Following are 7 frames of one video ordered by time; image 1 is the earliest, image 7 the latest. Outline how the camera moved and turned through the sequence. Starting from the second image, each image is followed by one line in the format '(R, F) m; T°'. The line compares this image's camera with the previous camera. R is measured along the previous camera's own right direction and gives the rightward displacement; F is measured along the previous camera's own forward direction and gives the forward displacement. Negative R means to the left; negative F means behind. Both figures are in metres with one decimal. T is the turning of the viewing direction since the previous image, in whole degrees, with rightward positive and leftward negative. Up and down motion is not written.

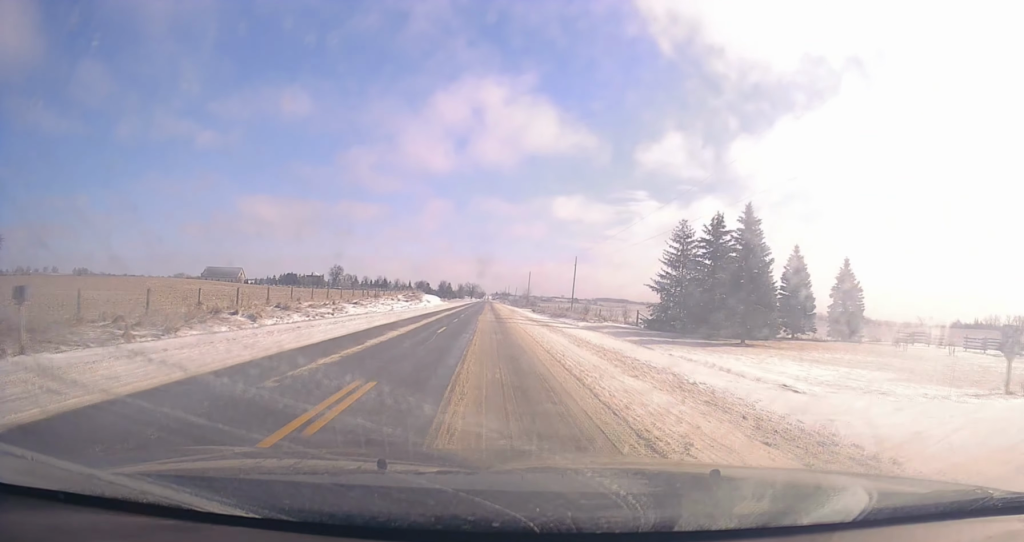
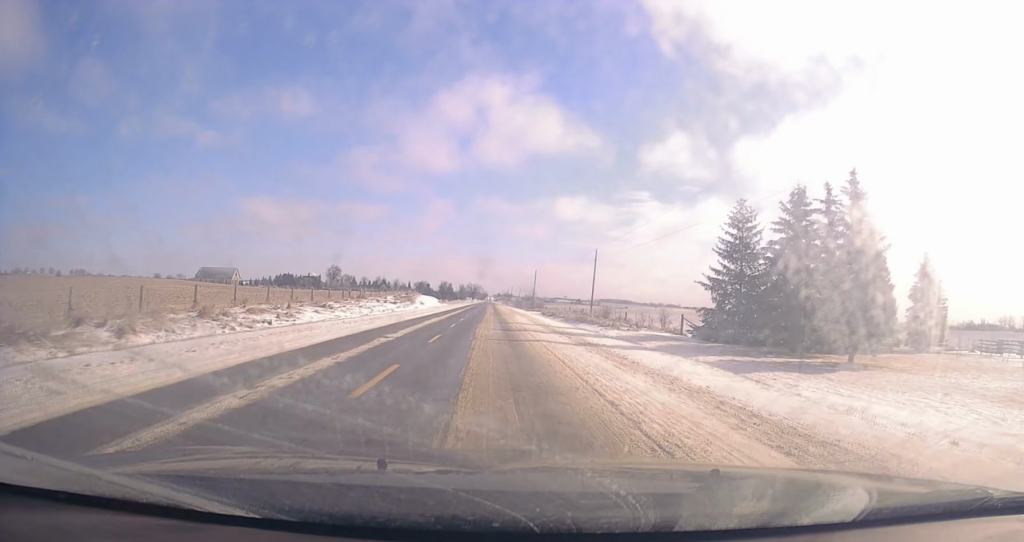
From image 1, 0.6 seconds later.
(-0.4, +13.0) m; +1°
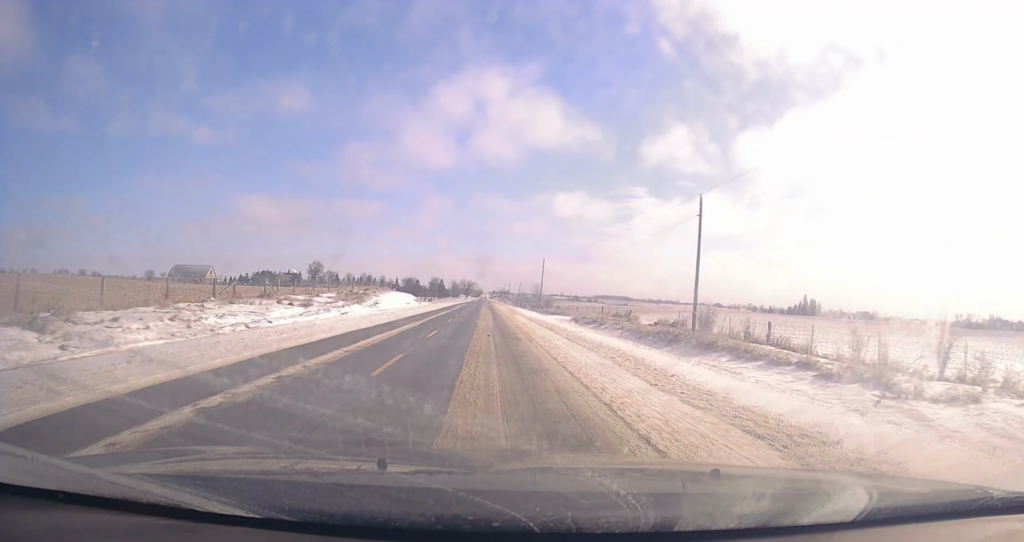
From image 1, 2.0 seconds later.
(+0.9, +33.4) m; 0°
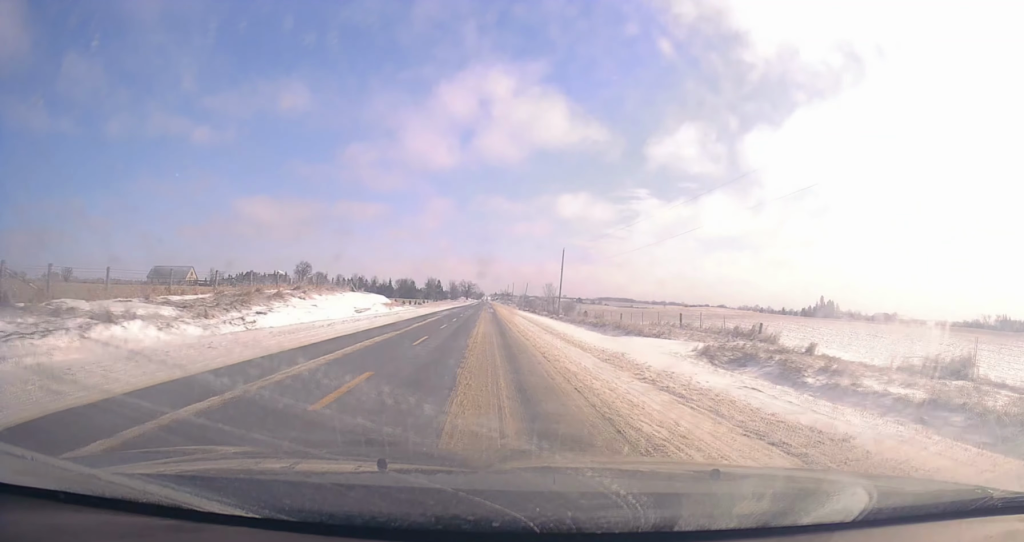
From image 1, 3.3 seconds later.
(-0.8, +29.3) m; -1°
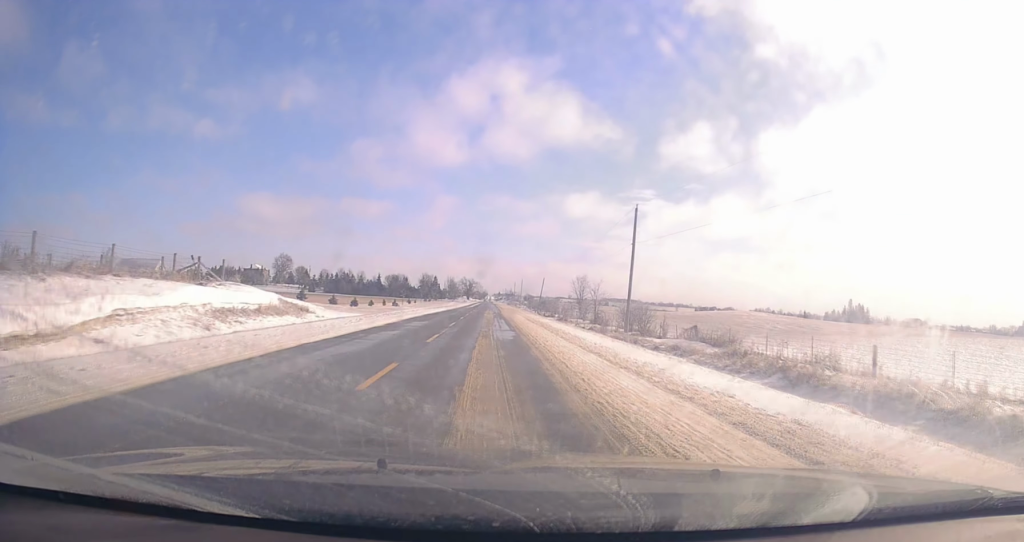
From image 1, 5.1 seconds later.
(0.0, +42.7) m; 0°
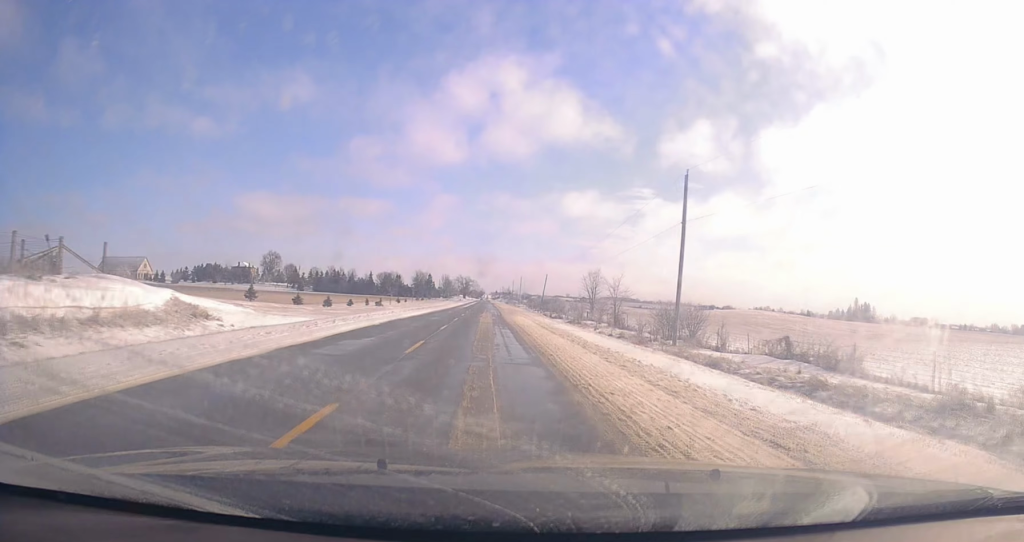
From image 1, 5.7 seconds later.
(+0.2, +13.1) m; 0°
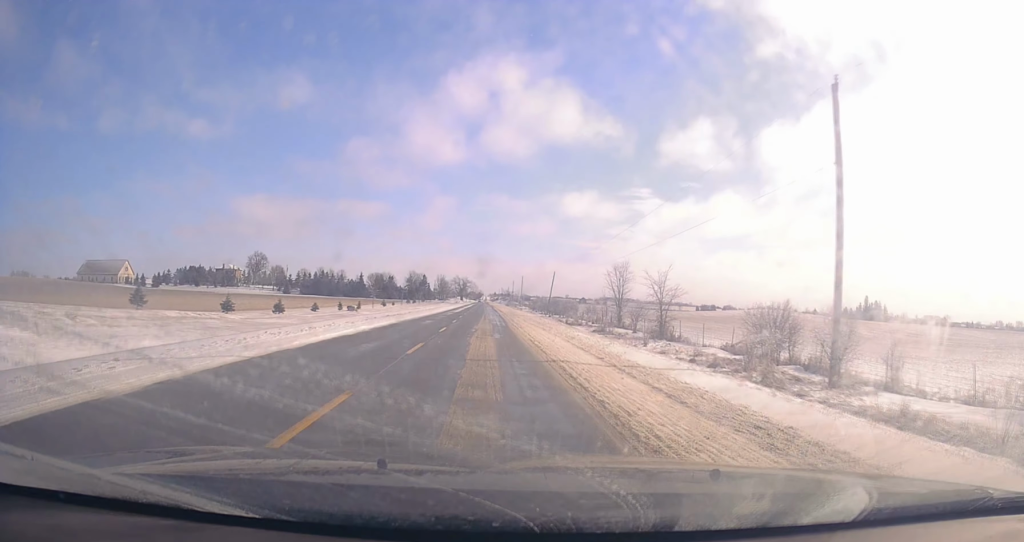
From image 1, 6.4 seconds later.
(-0.2, +17.2) m; 0°
